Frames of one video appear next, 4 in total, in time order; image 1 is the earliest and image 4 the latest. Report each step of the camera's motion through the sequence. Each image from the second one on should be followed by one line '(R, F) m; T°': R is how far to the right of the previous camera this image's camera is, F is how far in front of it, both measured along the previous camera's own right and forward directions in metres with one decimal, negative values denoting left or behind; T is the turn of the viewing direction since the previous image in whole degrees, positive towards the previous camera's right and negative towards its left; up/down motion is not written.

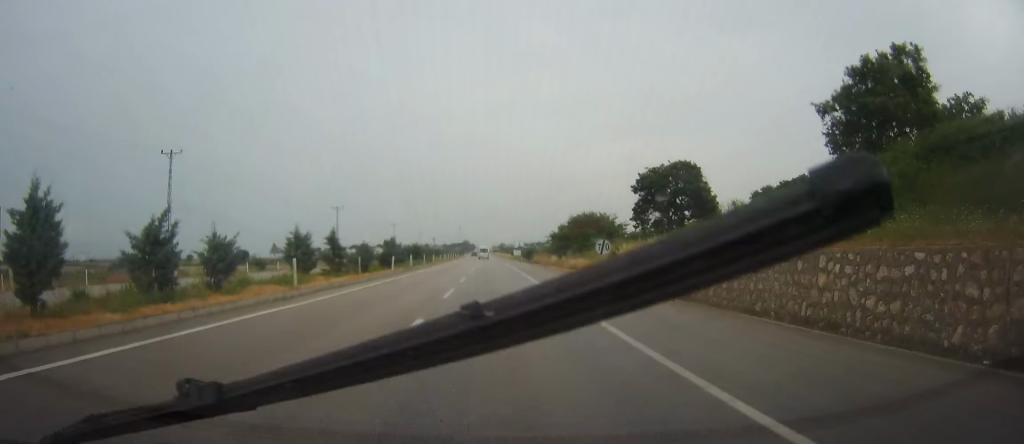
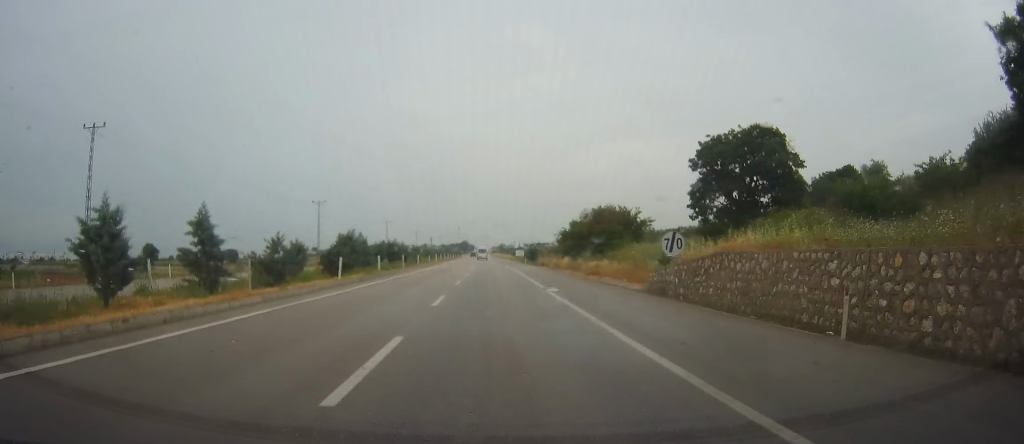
(0.0, +15.3) m; 0°
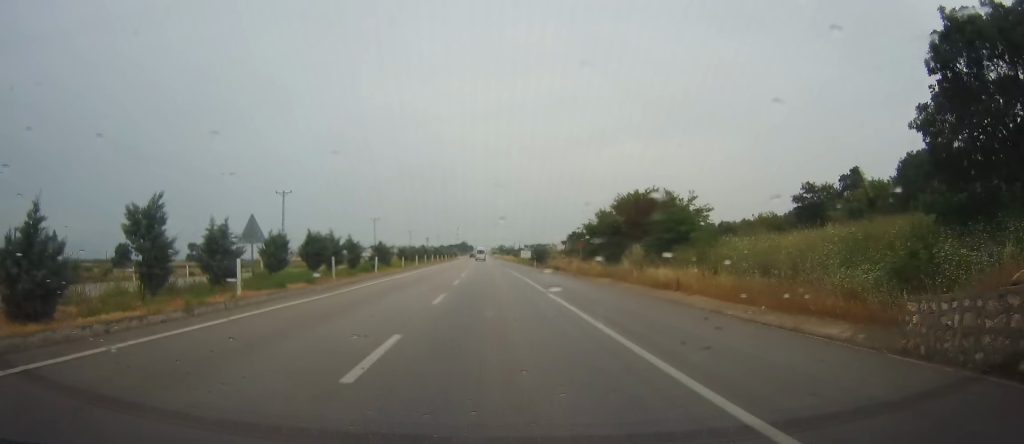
(0.0, +21.5) m; 0°
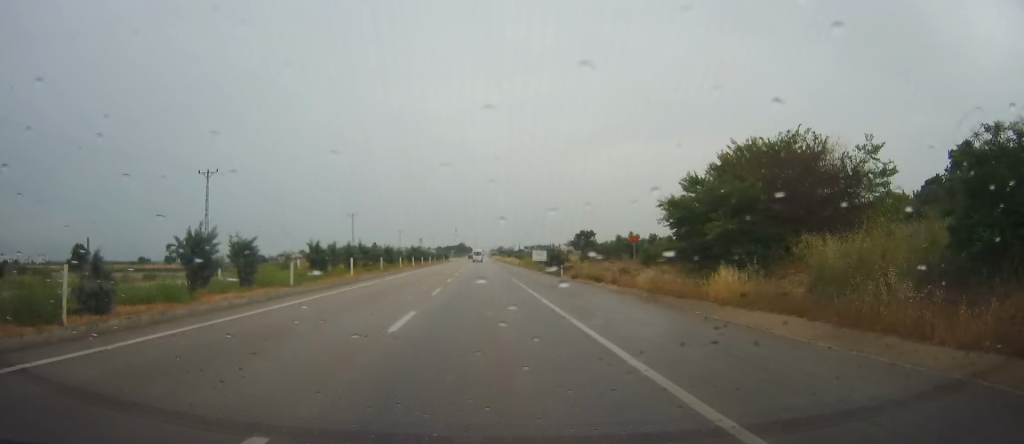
(0.0, +29.9) m; 0°
